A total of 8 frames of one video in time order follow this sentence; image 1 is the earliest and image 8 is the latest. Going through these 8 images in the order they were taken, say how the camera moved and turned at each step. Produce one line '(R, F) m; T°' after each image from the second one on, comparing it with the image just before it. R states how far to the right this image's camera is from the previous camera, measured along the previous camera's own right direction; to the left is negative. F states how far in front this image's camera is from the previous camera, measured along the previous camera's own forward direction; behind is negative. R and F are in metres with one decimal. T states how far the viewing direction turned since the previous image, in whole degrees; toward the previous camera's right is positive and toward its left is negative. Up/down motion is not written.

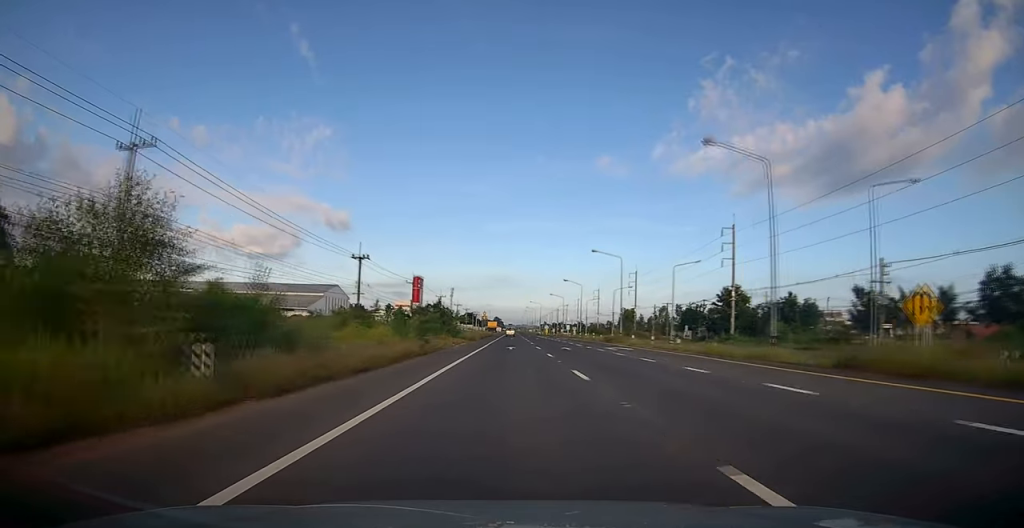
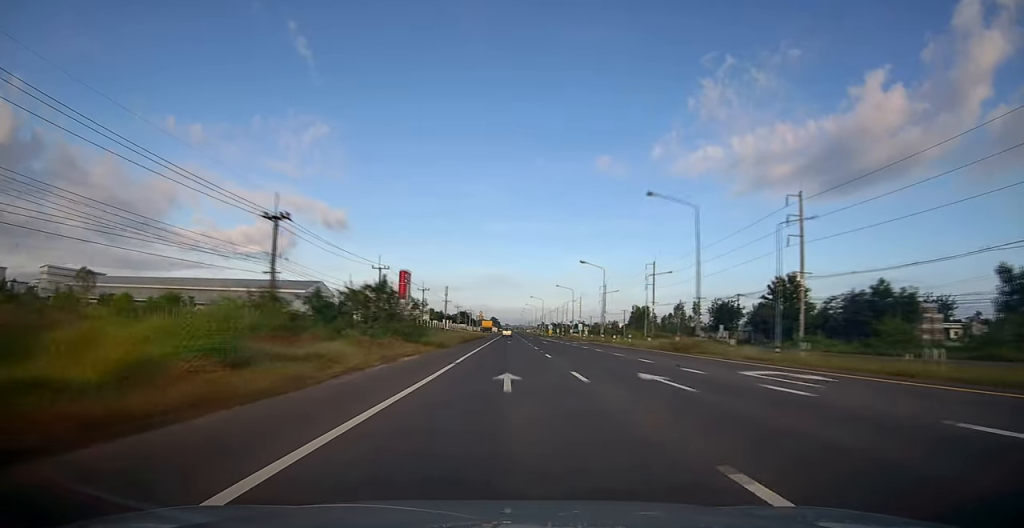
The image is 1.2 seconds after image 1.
(0.0, +24.2) m; 0°
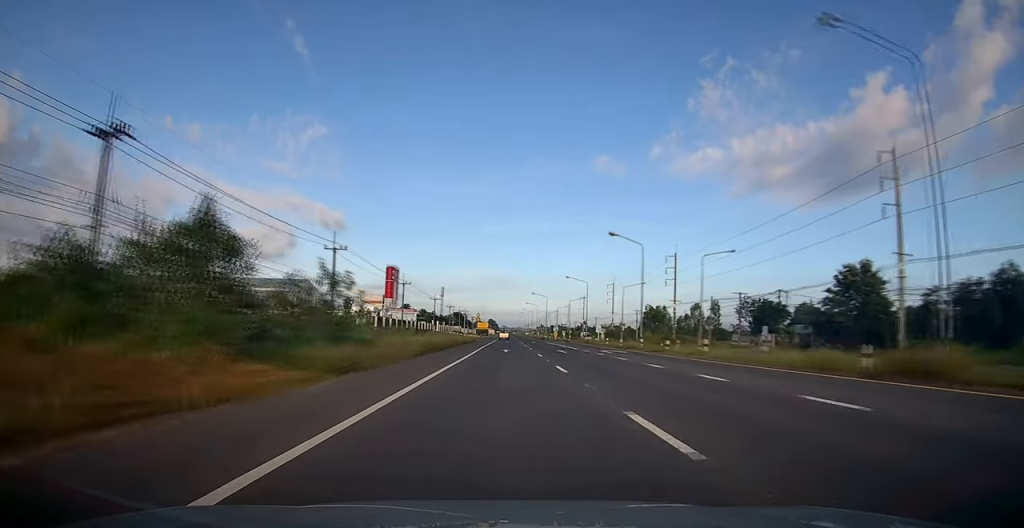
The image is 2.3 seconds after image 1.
(+0.1, +20.2) m; +1°
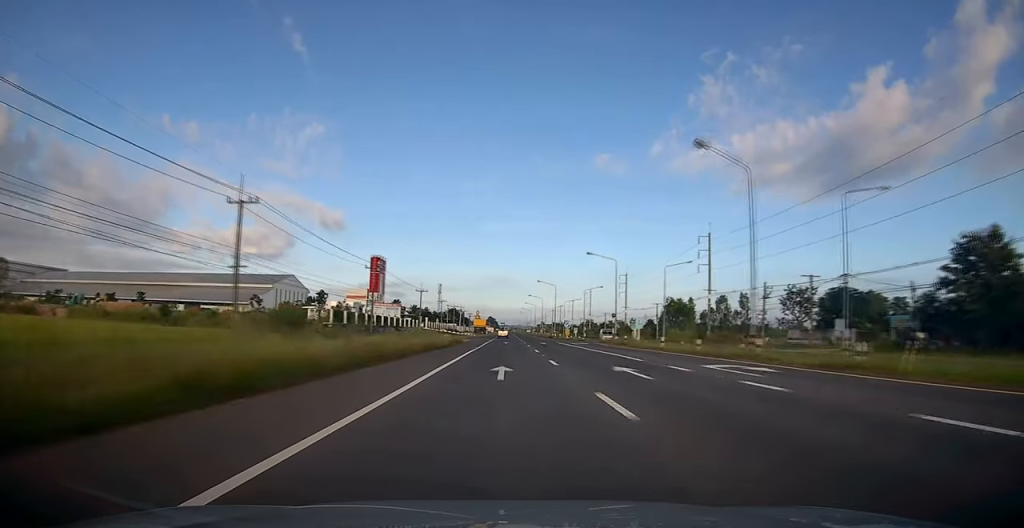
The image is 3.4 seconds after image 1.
(+0.1, +21.6) m; 0°
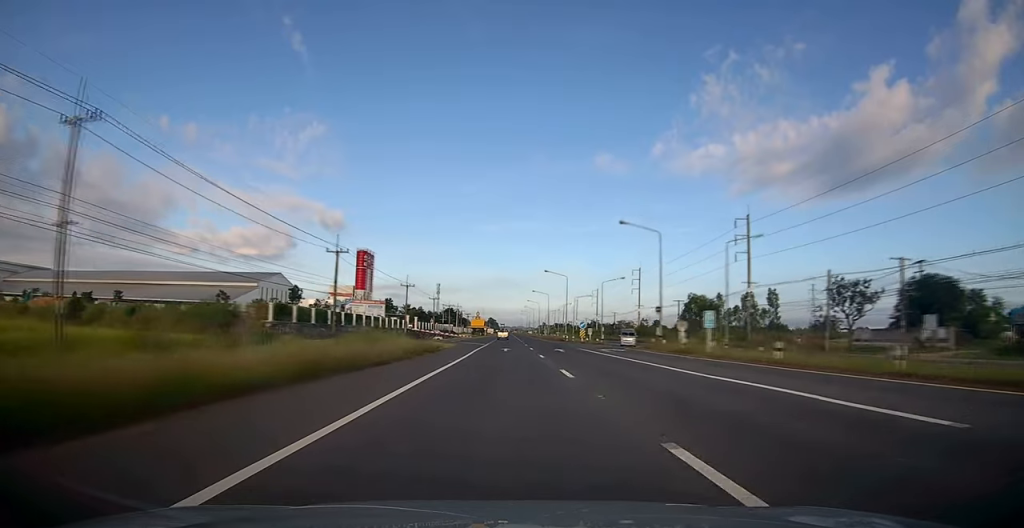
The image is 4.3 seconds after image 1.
(-0.2, +17.0) m; 0°
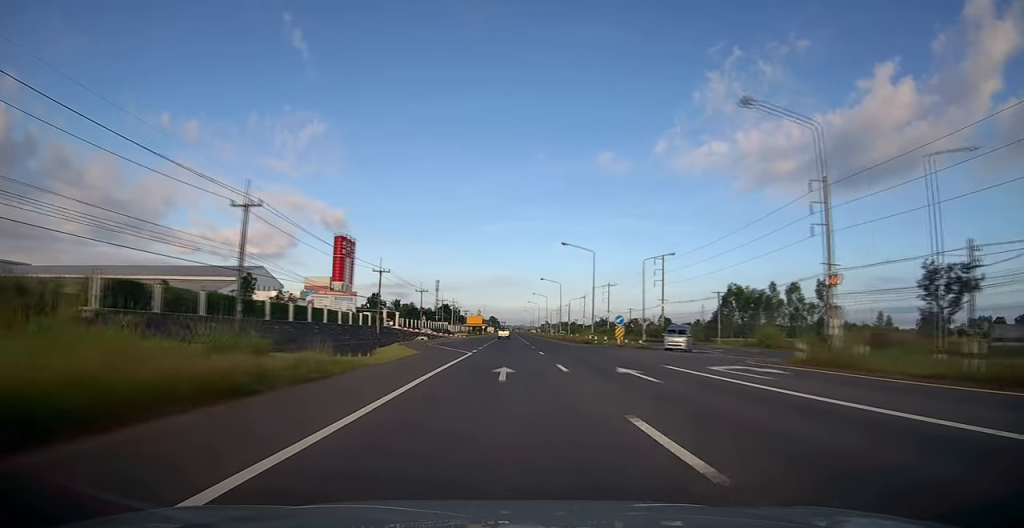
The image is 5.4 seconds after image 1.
(+0.1, +22.3) m; +1°
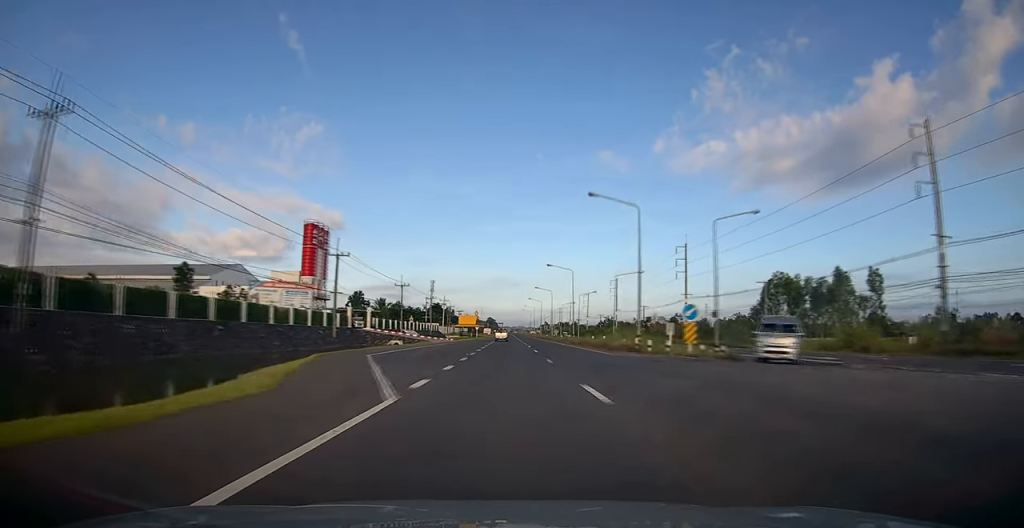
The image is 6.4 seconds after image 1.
(+0.1, +19.2) m; 0°
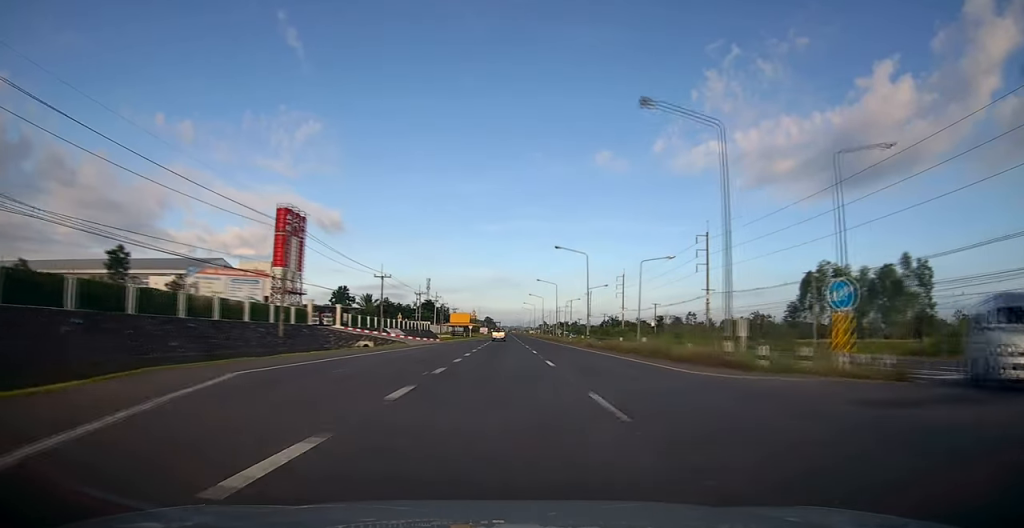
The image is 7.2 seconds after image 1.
(-0.1, +13.9) m; 0°
